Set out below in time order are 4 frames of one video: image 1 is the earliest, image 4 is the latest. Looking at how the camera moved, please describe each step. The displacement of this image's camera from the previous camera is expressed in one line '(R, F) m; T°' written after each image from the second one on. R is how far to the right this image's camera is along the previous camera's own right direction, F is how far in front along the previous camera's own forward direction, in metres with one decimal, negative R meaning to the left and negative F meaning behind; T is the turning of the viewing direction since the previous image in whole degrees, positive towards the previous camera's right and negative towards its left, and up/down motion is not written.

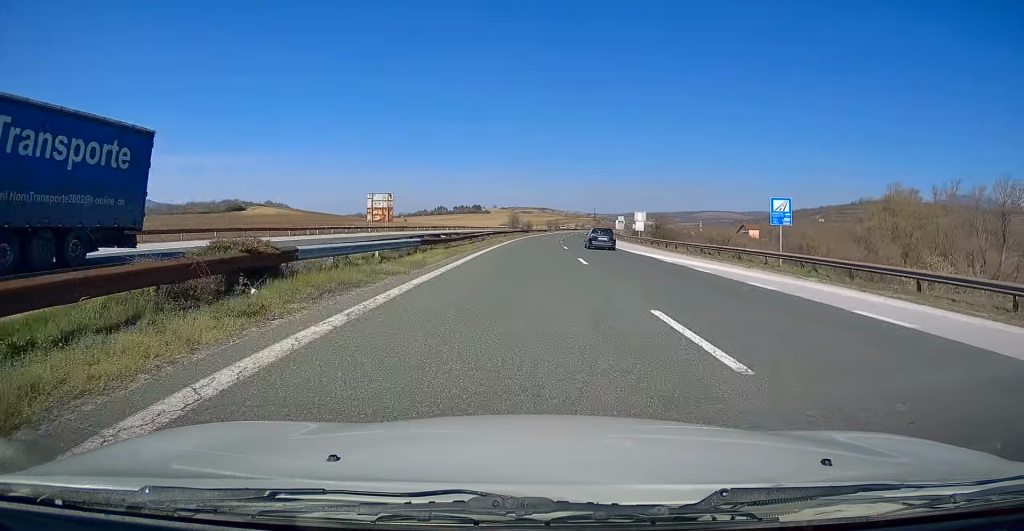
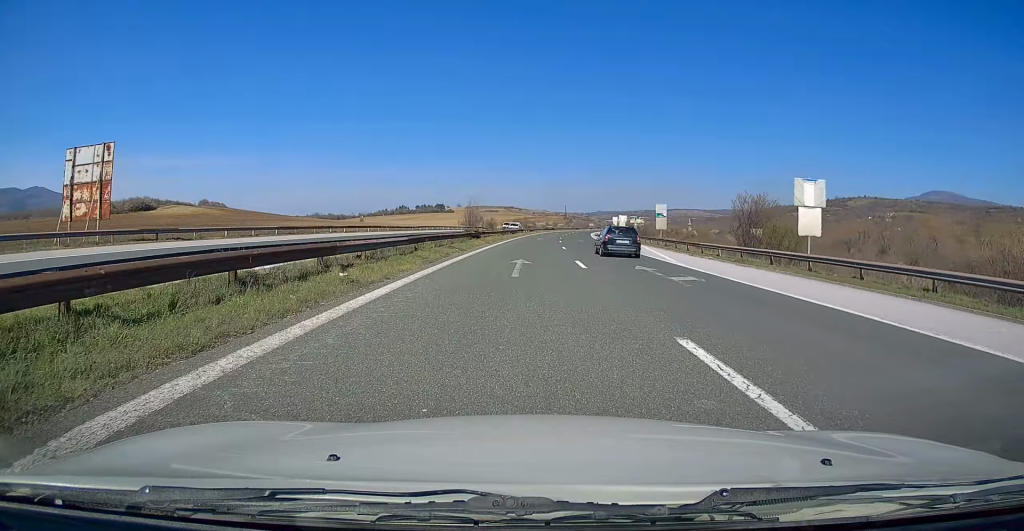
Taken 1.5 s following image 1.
(+1.1, +50.9) m; +3°
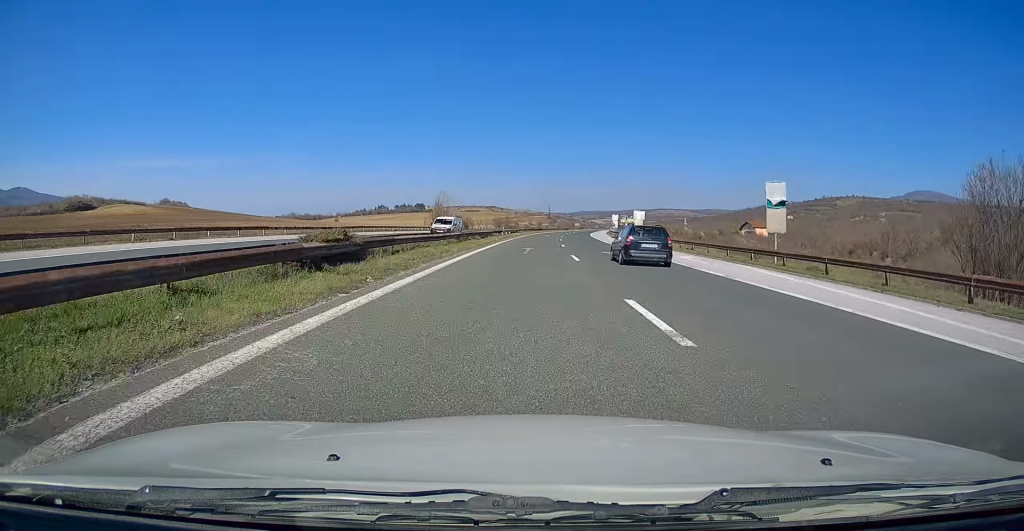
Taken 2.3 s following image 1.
(+0.7, +28.4) m; +2°
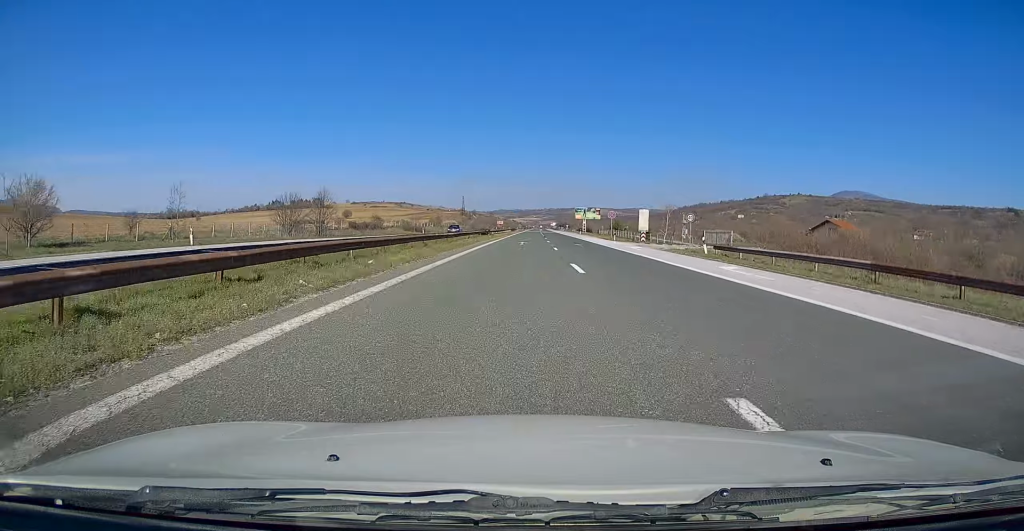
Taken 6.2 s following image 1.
(+8.2, +134.2) m; +7°
